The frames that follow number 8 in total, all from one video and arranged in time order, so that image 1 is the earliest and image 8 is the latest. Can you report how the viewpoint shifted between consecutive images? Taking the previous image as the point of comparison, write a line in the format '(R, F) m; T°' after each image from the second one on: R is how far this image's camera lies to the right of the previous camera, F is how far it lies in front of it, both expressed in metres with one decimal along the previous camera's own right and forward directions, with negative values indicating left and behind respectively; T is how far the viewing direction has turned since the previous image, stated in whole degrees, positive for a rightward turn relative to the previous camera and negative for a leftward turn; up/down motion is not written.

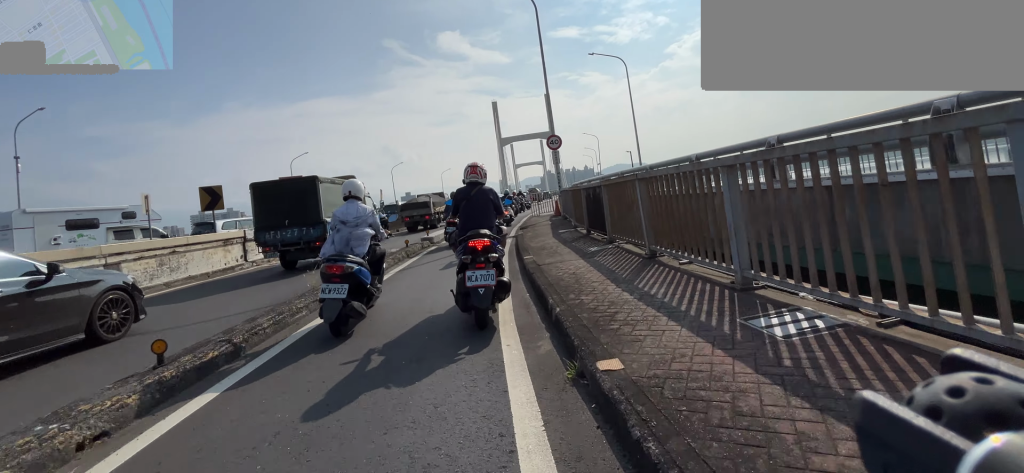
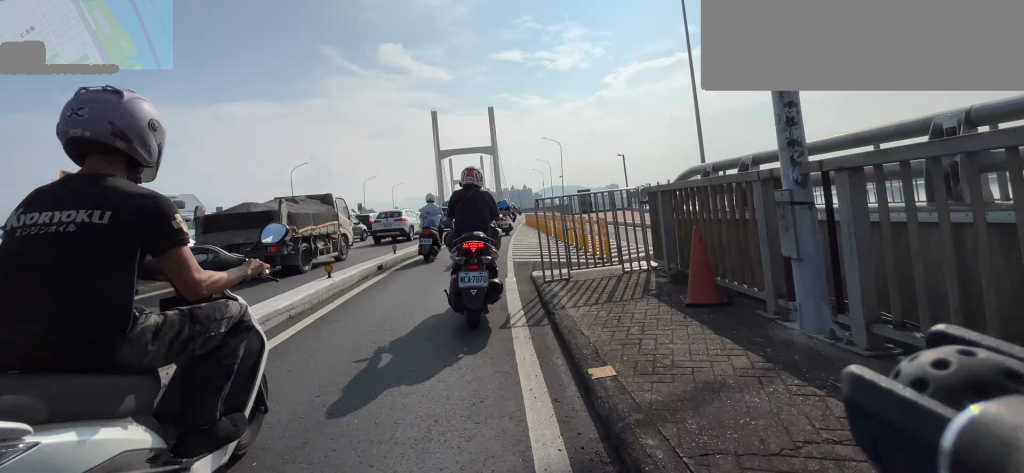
(+1.0, +15.6) m; +7°
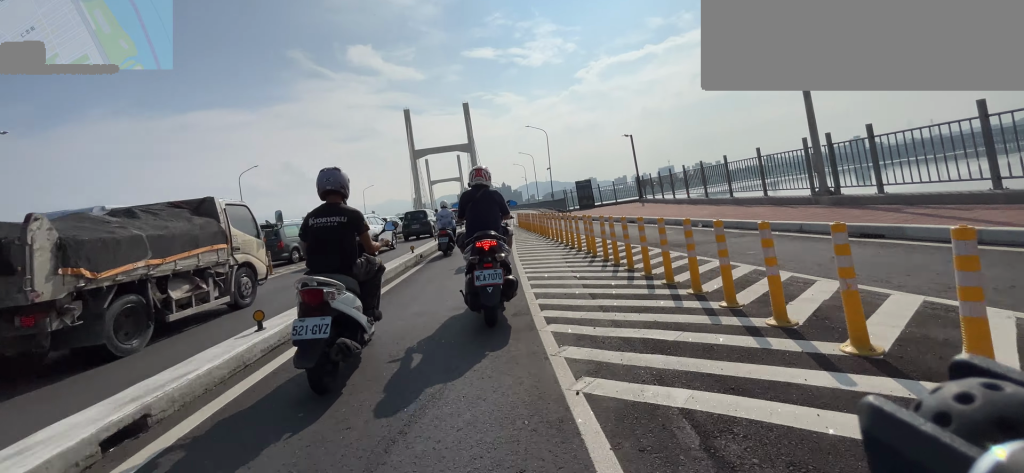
(+0.1, +6.7) m; +2°
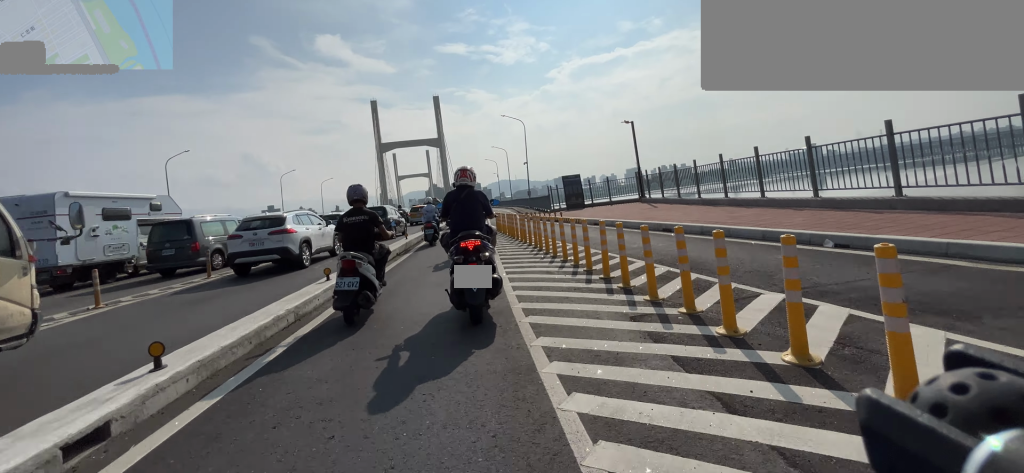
(0.0, +5.3) m; +1°
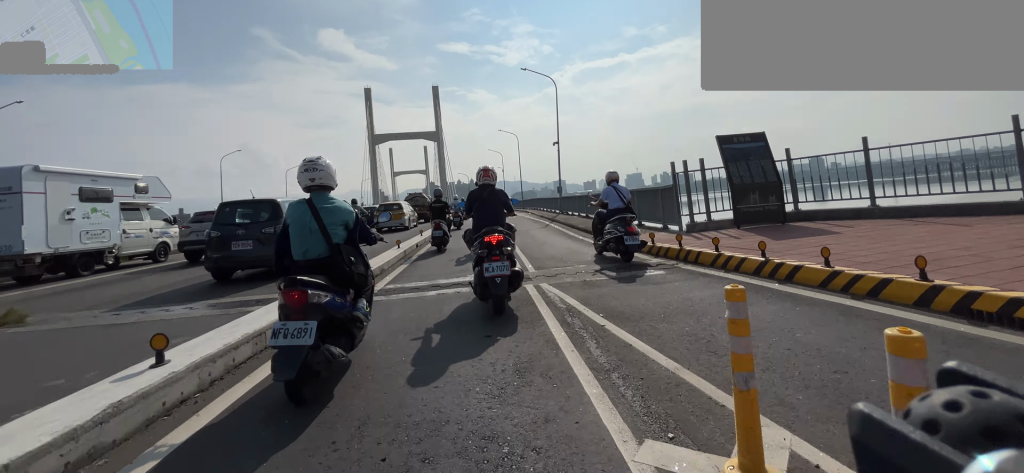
(+0.4, +17.4) m; +3°
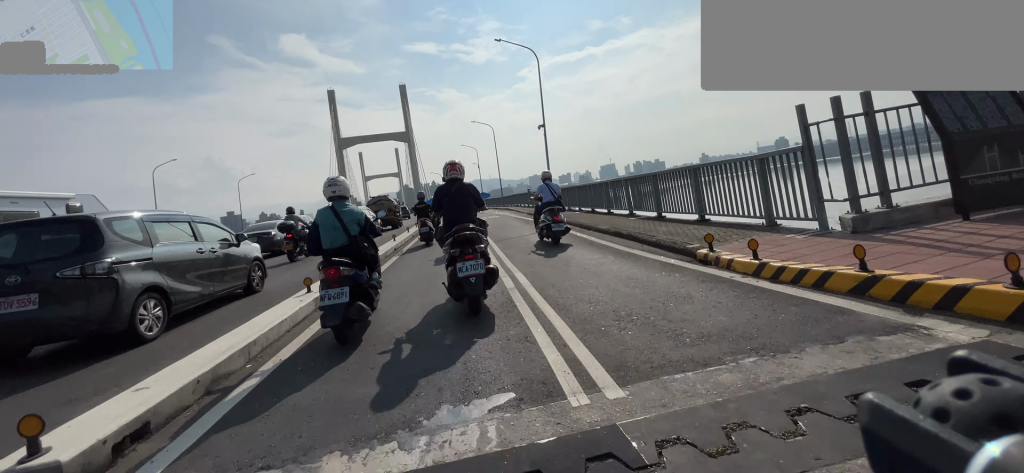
(+0.1, +5.4) m; +1°
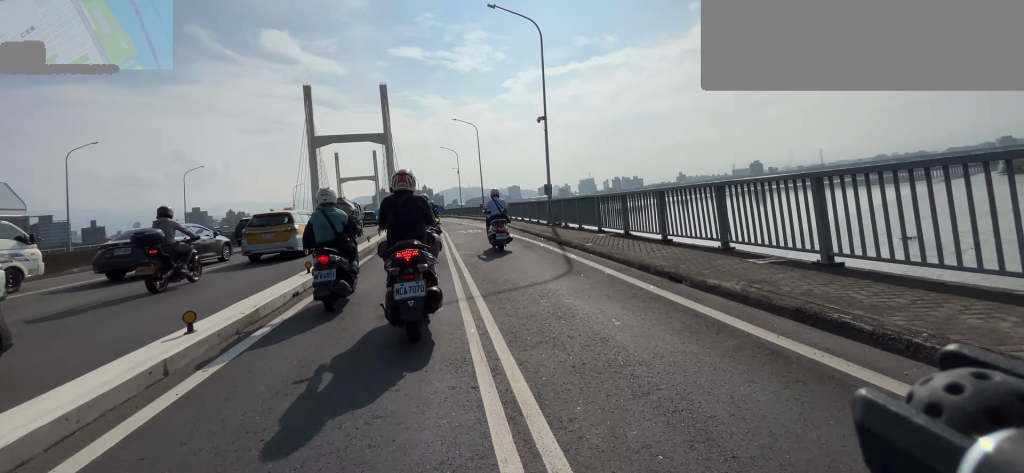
(+0.1, +6.3) m; +1°
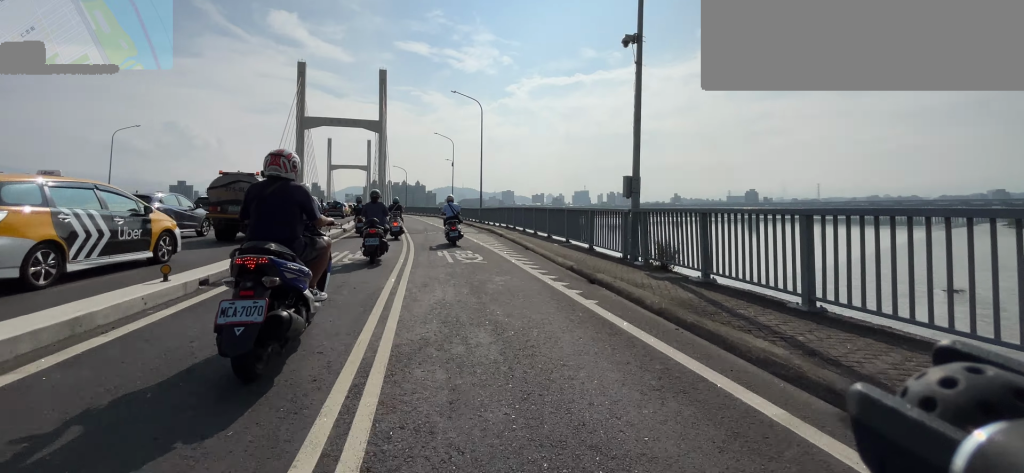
(0.0, +11.9) m; -3°
